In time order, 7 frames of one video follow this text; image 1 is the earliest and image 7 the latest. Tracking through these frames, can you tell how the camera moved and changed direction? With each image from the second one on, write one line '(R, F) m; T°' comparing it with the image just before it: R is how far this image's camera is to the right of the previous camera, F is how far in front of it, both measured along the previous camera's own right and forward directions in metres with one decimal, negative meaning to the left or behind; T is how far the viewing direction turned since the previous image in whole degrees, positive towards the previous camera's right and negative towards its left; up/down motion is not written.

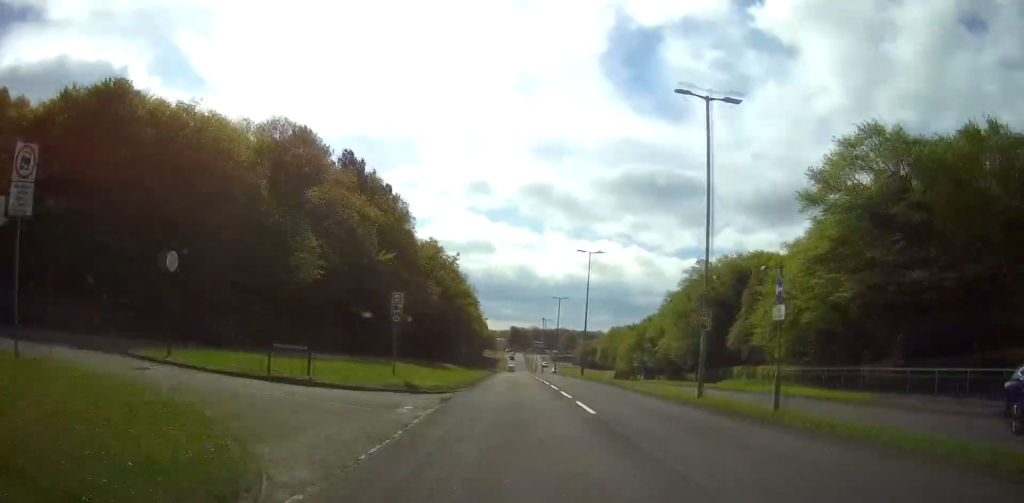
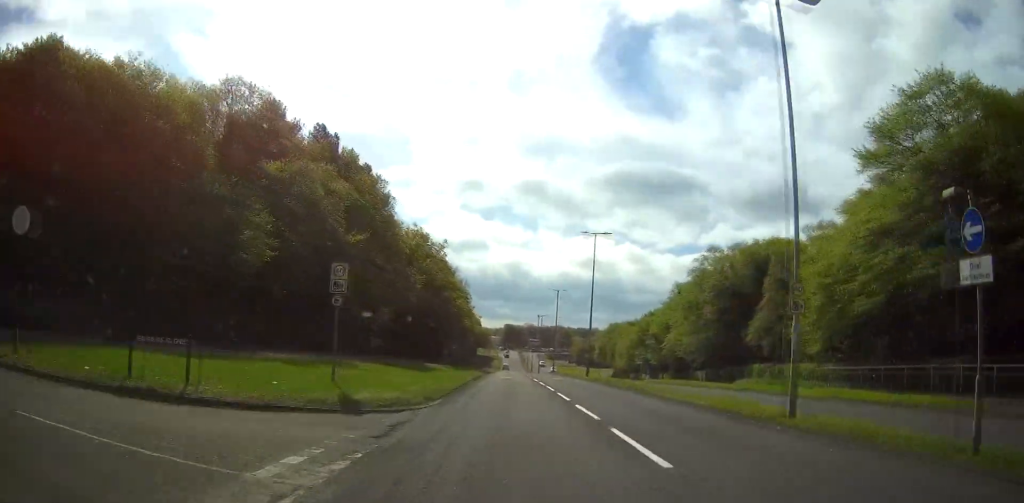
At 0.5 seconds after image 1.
(0.0, +7.4) m; +1°
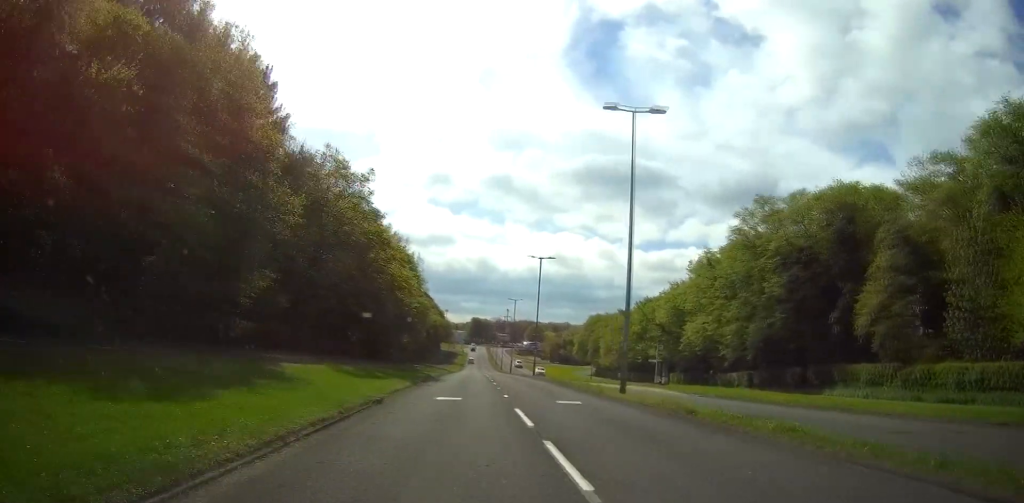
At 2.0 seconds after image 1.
(+0.6, +24.9) m; +2°
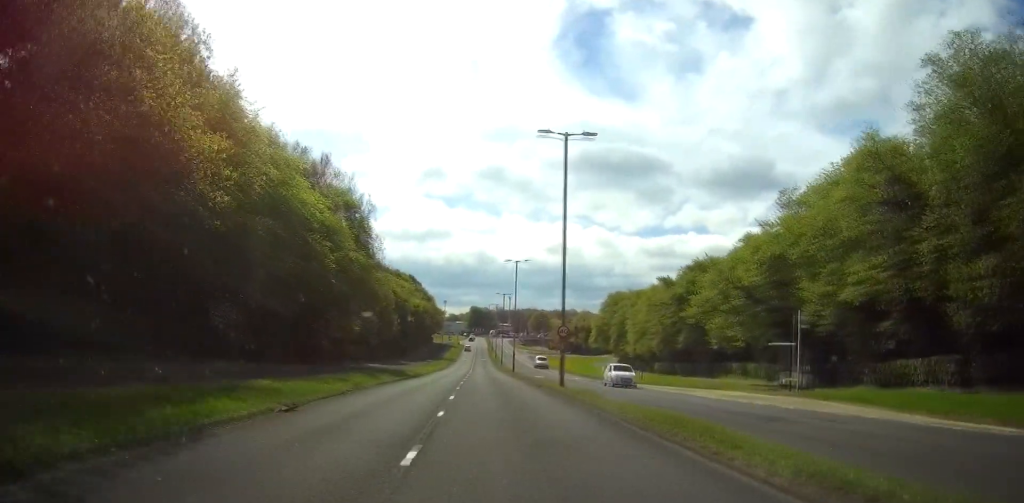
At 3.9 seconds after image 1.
(+0.1, +31.4) m; -1°
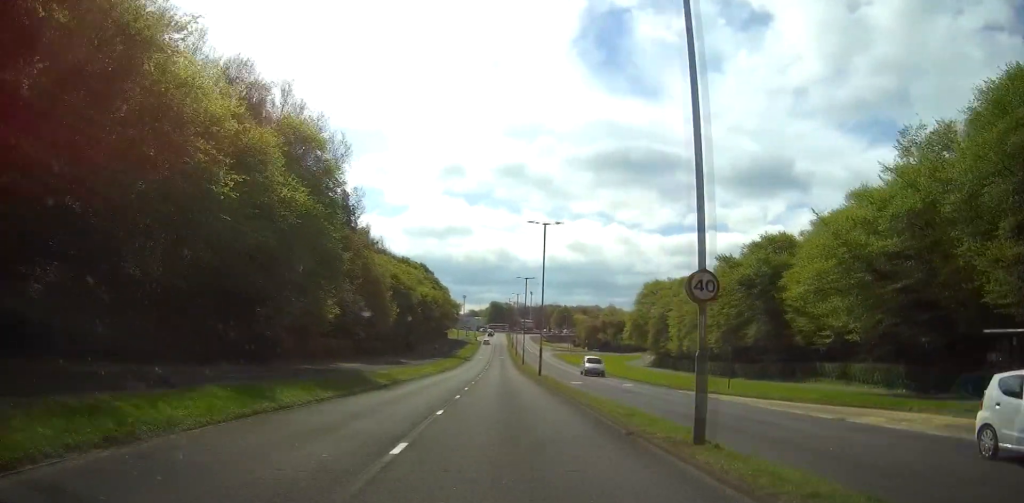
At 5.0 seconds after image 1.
(-0.2, +17.2) m; -1°
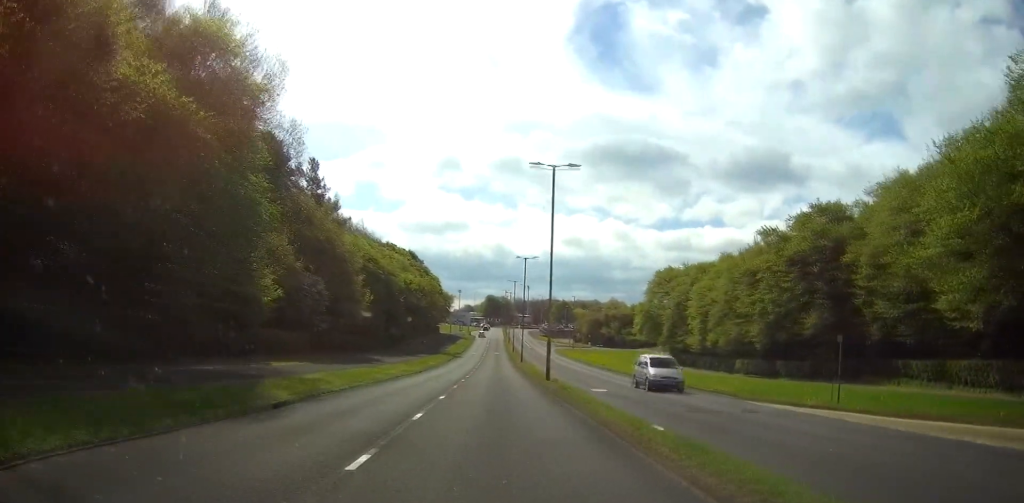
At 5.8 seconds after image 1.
(-0.1, +13.1) m; 0°
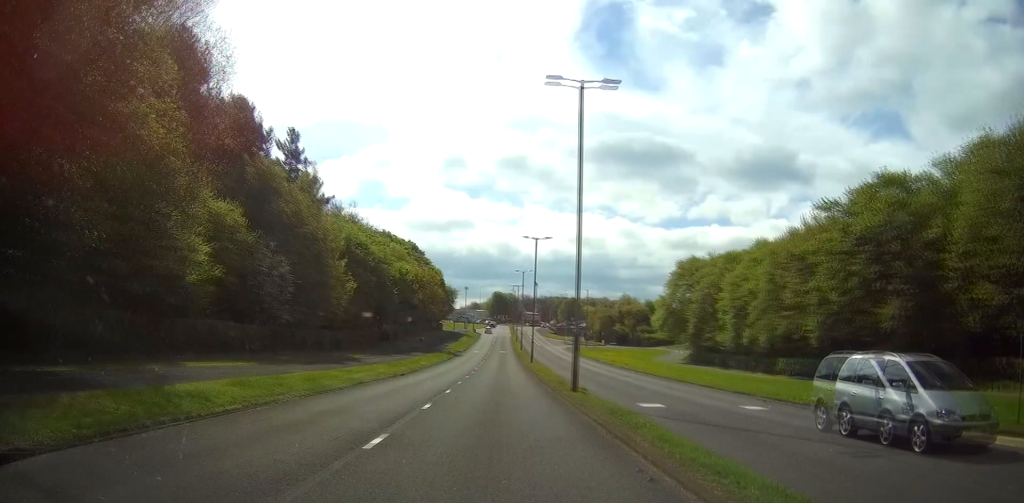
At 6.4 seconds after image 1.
(0.0, +10.3) m; 0°
